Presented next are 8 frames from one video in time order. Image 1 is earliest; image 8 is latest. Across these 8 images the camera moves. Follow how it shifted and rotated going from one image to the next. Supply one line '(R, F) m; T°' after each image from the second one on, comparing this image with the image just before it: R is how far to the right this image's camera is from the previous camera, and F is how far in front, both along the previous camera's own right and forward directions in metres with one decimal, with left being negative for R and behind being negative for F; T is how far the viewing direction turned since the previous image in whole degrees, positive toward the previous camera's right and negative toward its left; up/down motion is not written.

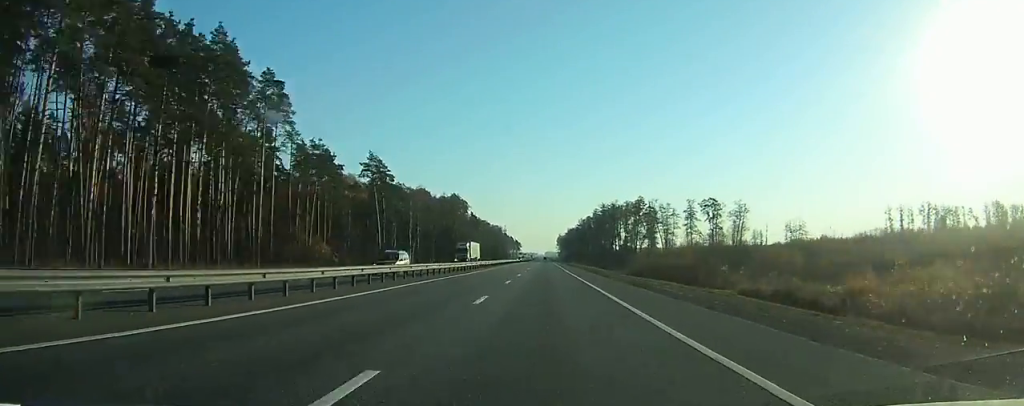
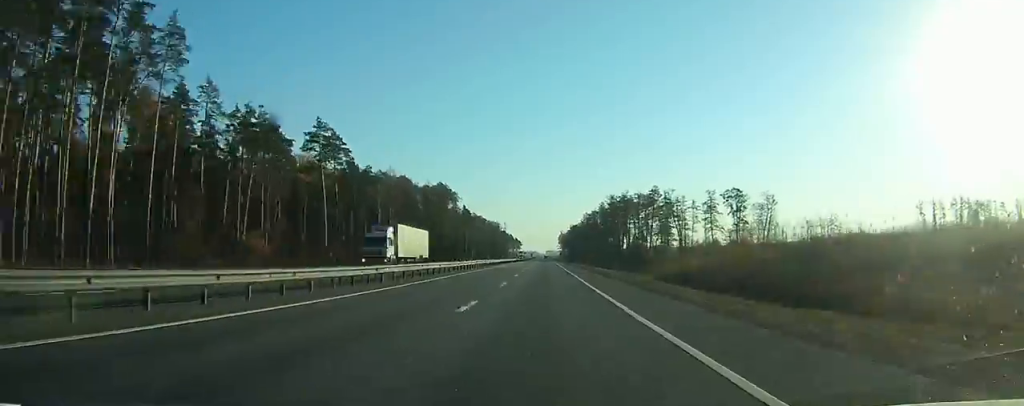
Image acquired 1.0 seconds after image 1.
(0.0, +25.8) m; 0°
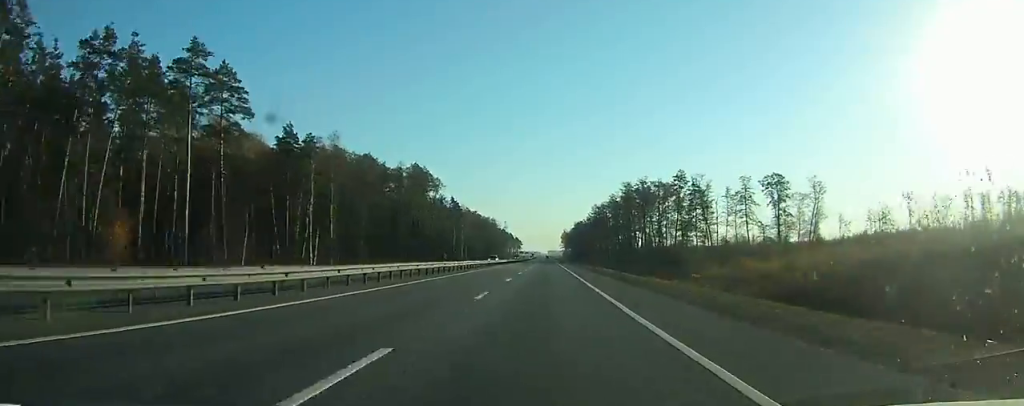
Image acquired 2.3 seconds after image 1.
(0.0, +32.5) m; 0°
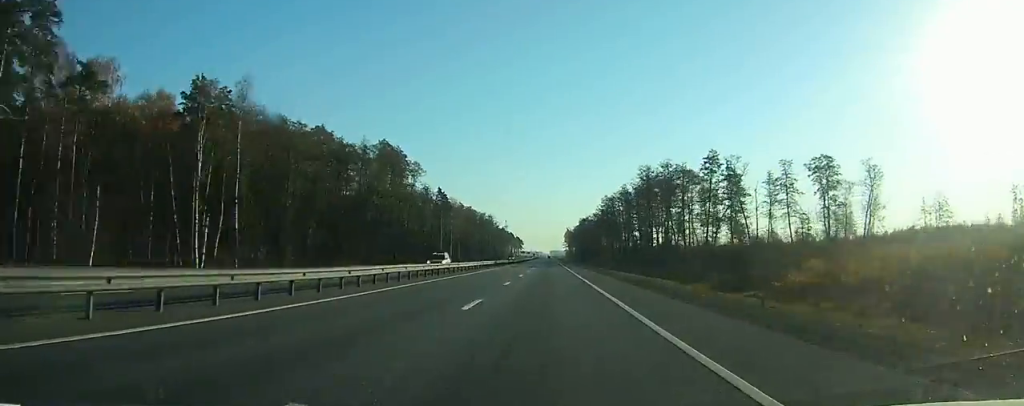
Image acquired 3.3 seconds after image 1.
(0.0, +27.2) m; 0°
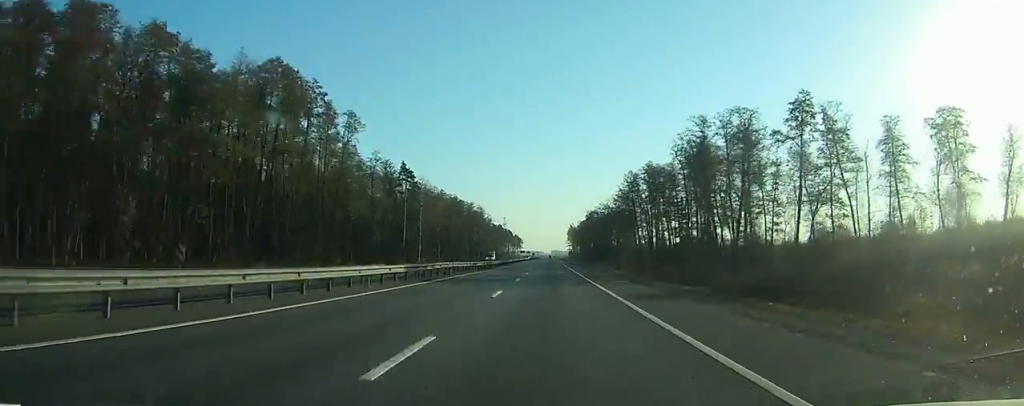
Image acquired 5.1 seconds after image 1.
(0.0, +43.9) m; 0°
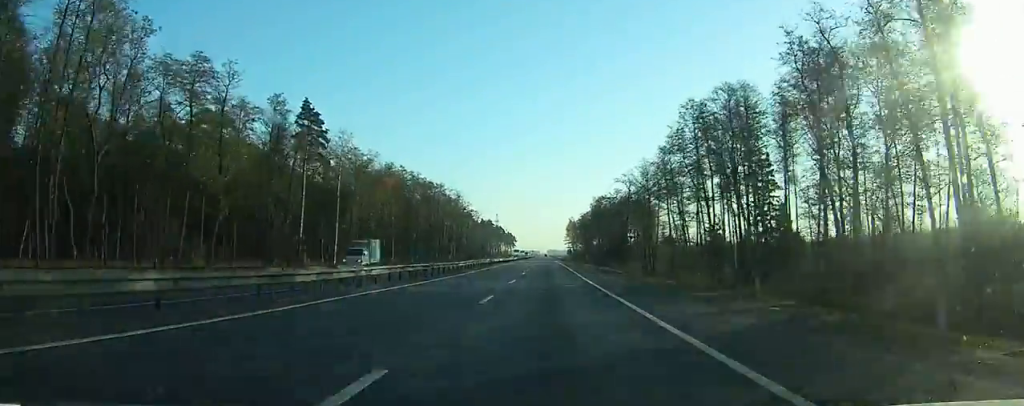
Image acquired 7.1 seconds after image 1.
(+0.1, +50.5) m; 0°
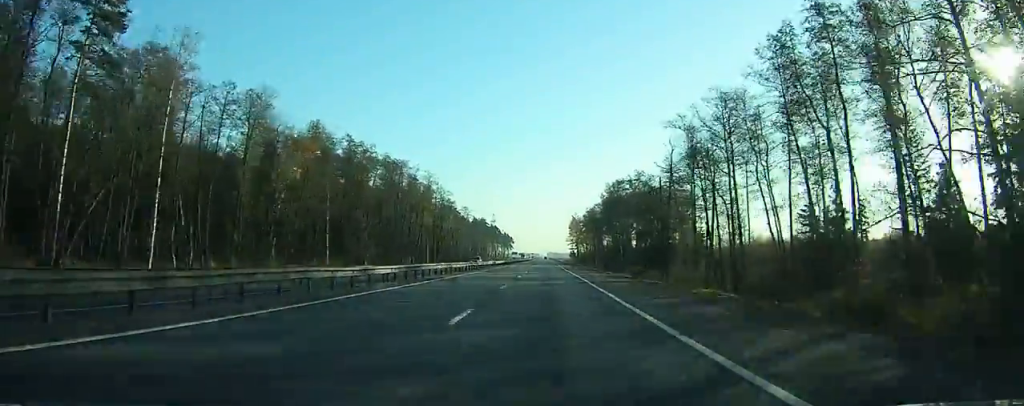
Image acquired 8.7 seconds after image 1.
(-0.1, +40.4) m; 0°
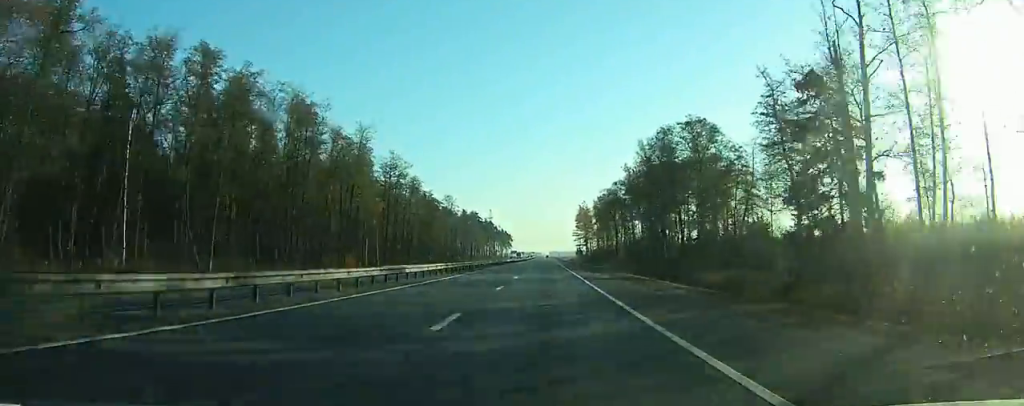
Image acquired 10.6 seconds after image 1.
(-0.3, +48.9) m; 0°
